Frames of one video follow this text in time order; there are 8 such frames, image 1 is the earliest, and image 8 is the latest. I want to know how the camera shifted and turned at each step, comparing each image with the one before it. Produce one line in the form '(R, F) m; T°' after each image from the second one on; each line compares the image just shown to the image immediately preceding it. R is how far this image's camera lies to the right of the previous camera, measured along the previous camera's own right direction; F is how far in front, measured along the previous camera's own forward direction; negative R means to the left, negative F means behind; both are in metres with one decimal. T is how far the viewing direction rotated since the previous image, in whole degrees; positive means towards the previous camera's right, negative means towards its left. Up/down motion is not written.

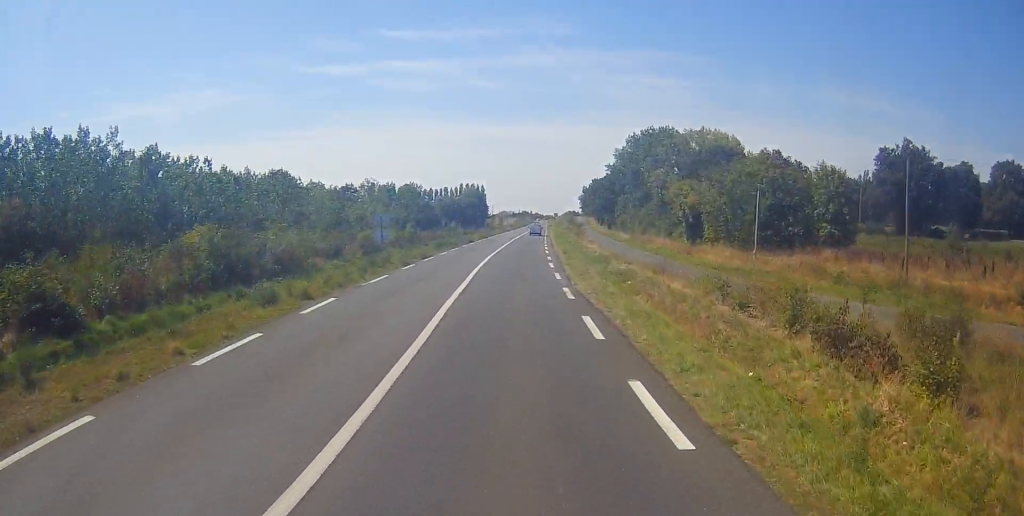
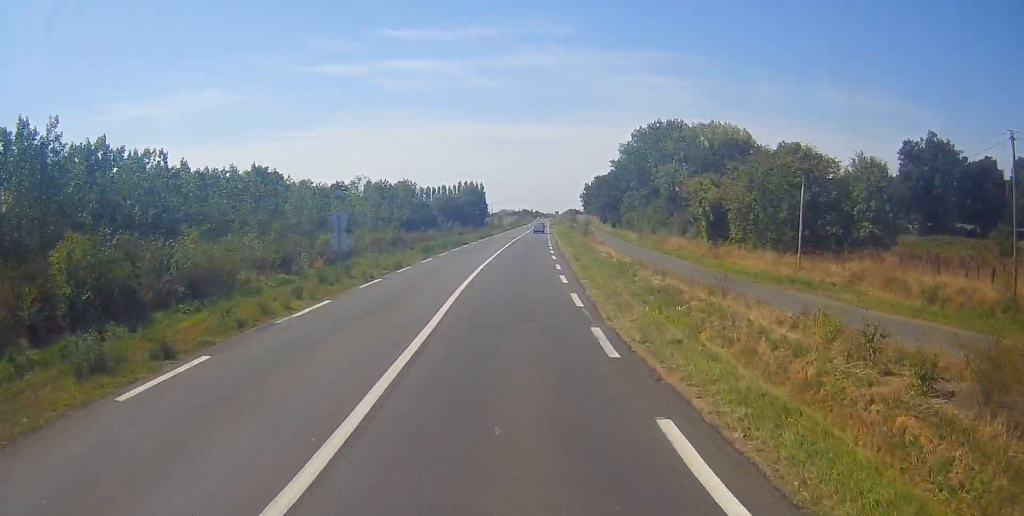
(-0.2, +8.8) m; -1°
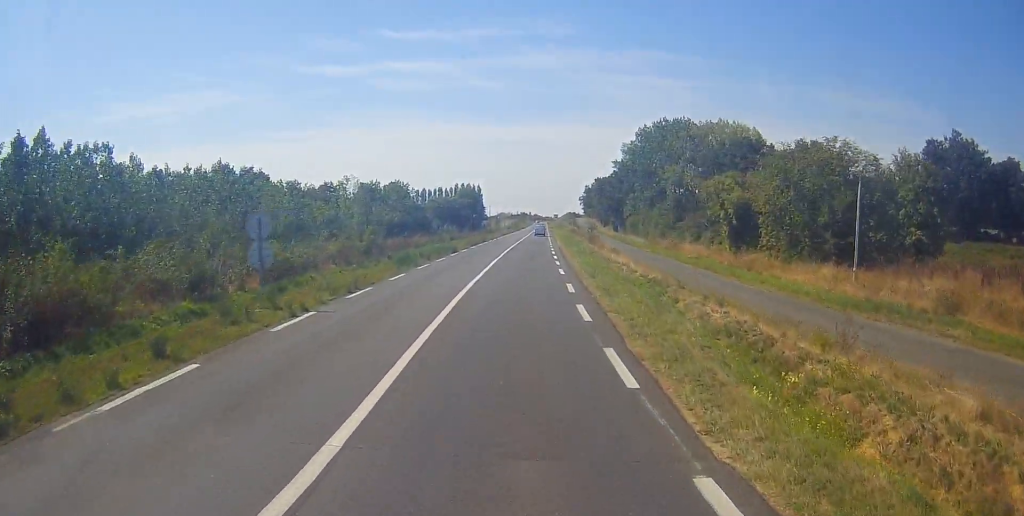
(0.0, +8.5) m; 0°
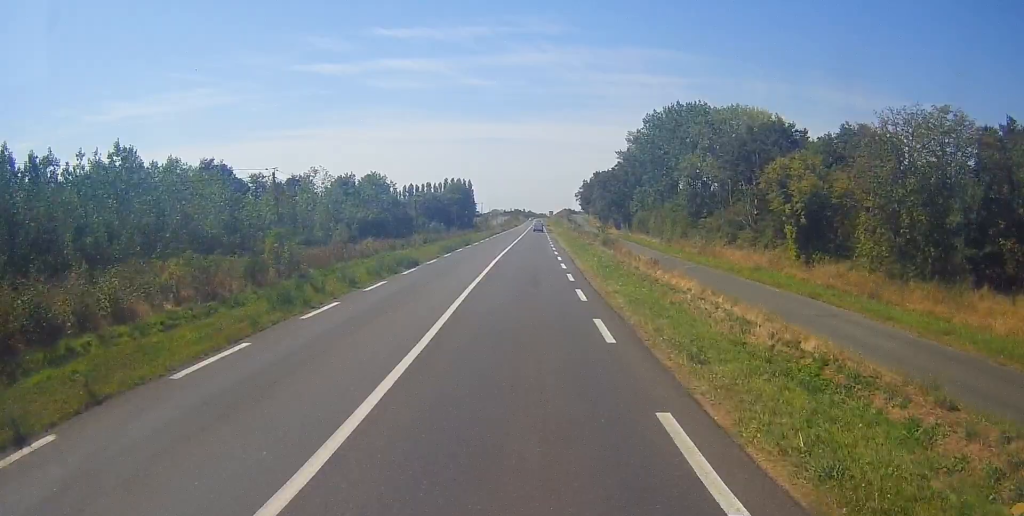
(+0.1, +17.8) m; +1°
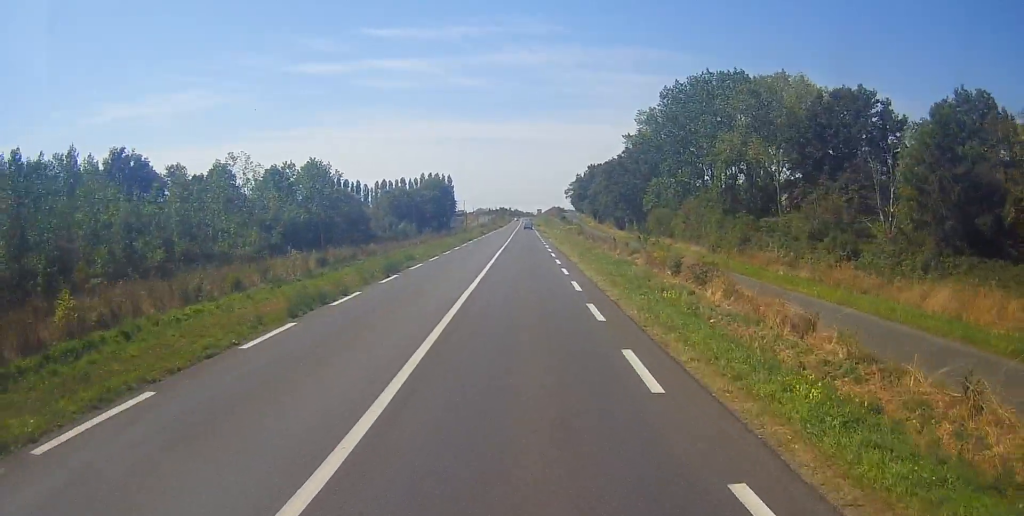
(+0.1, +30.3) m; 0°
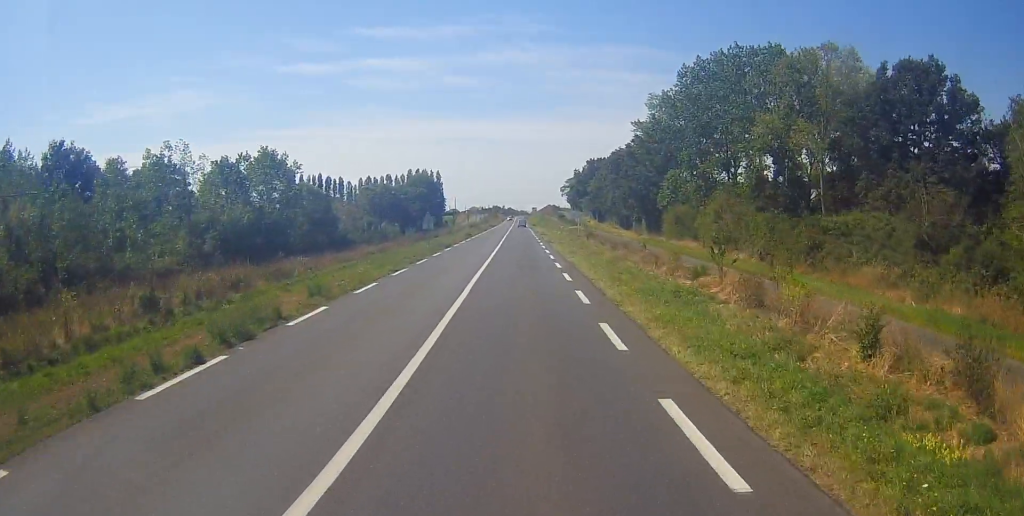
(+0.1, +16.8) m; +1°
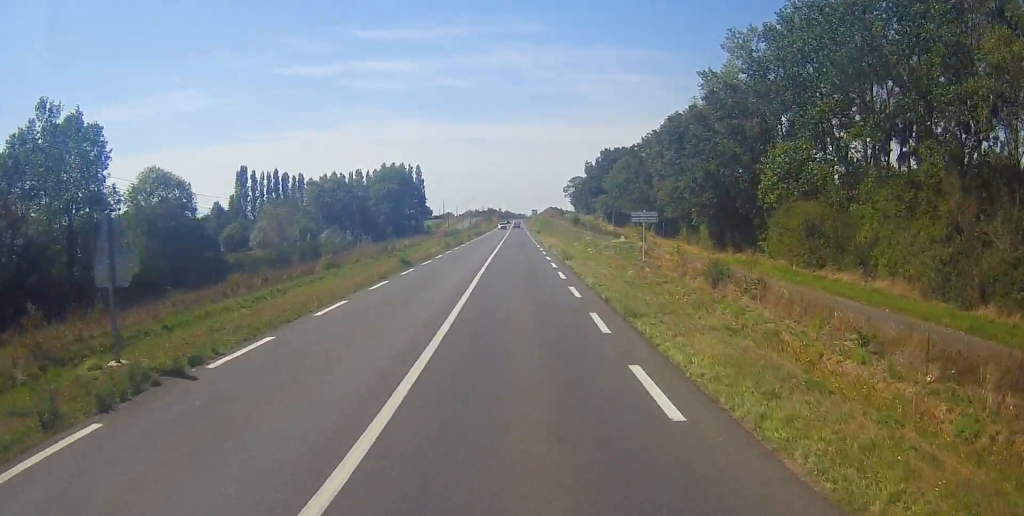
(-0.1, +43.3) m; -1°
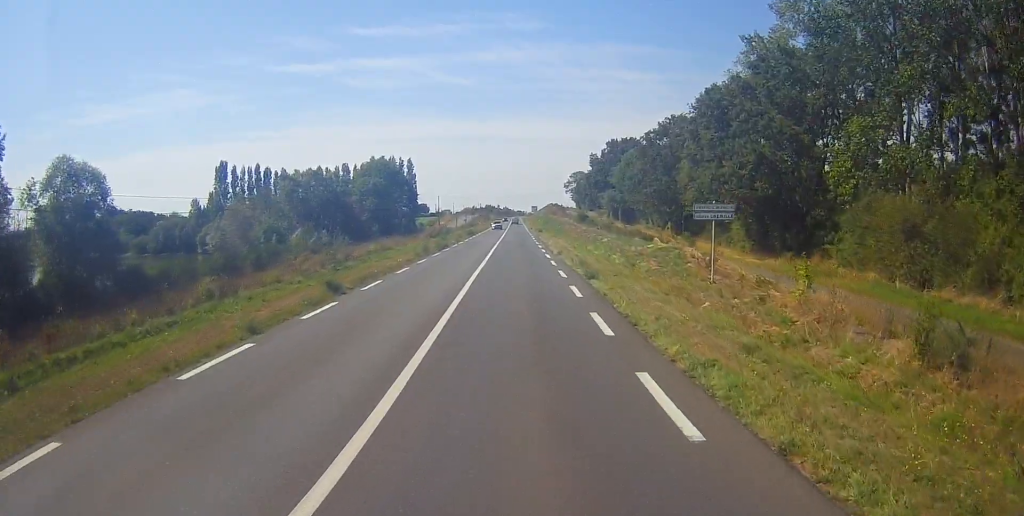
(0.0, +14.2) m; +1°
